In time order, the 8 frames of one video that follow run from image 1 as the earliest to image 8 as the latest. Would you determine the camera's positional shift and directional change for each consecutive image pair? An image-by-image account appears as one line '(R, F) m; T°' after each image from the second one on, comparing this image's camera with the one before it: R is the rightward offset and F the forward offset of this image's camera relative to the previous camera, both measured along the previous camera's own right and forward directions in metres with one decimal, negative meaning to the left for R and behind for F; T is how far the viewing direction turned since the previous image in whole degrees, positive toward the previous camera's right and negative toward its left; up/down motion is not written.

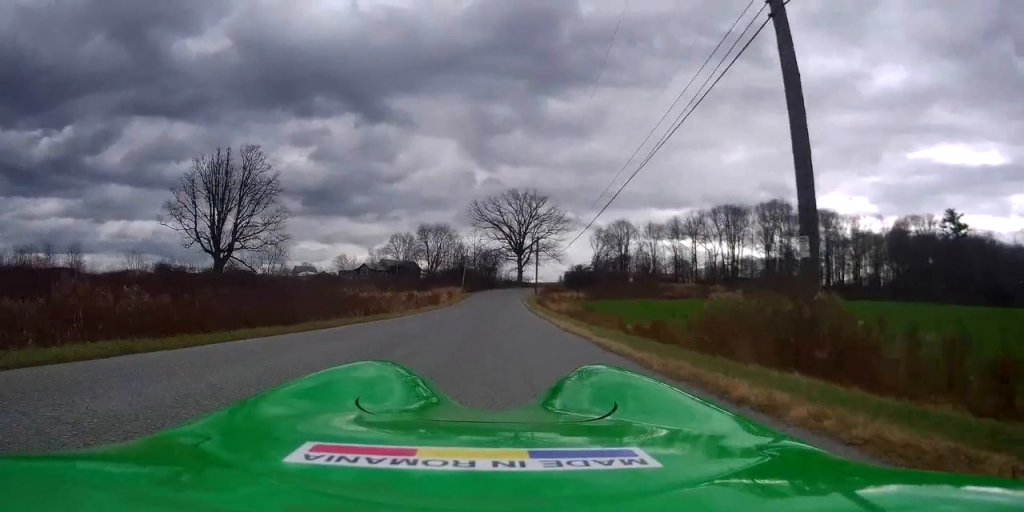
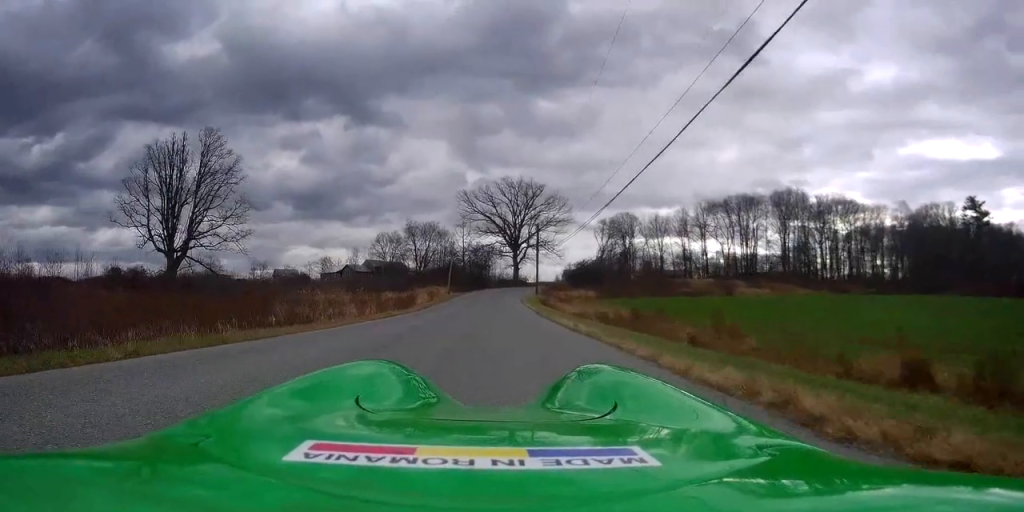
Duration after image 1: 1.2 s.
(+0.4, +14.5) m; +2°
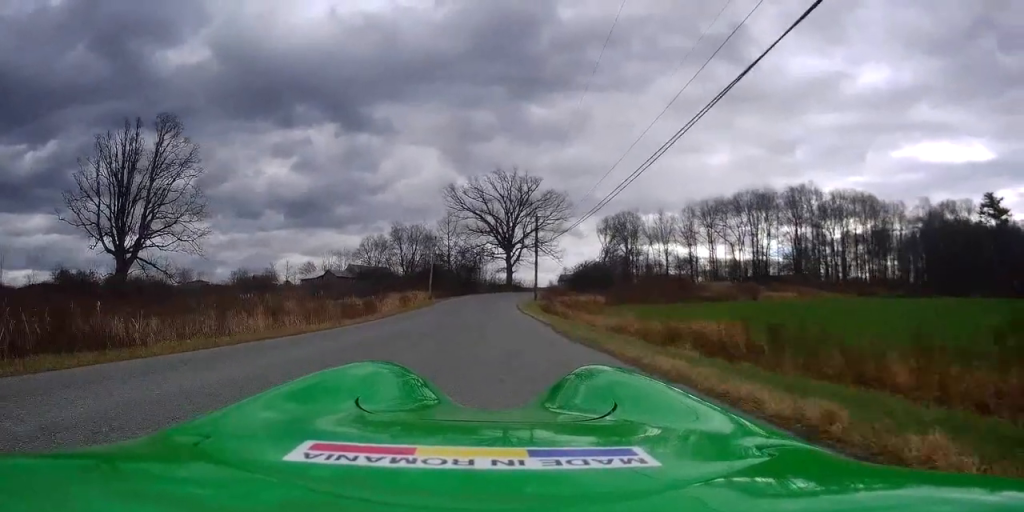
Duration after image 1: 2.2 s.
(0.0, +12.2) m; -1°
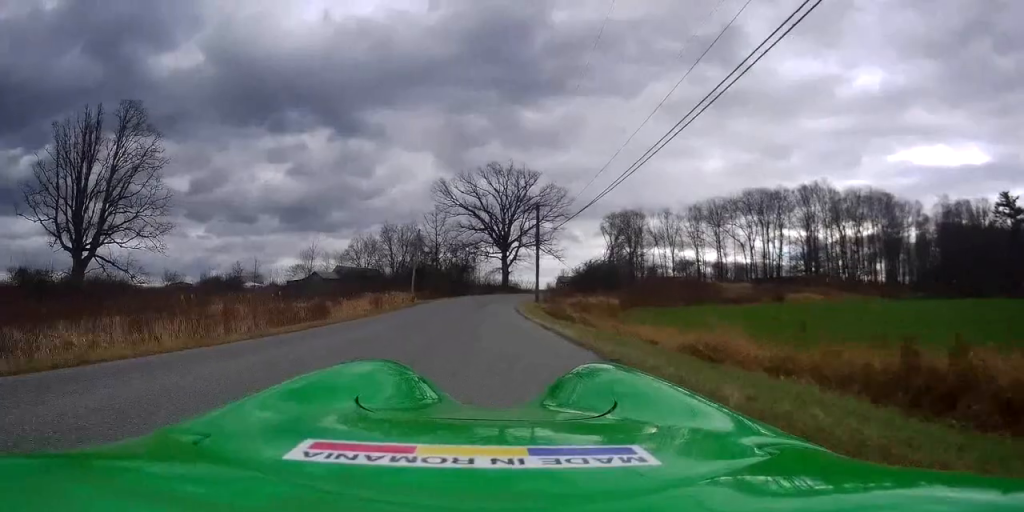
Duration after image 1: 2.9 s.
(-0.2, +9.1) m; 0°
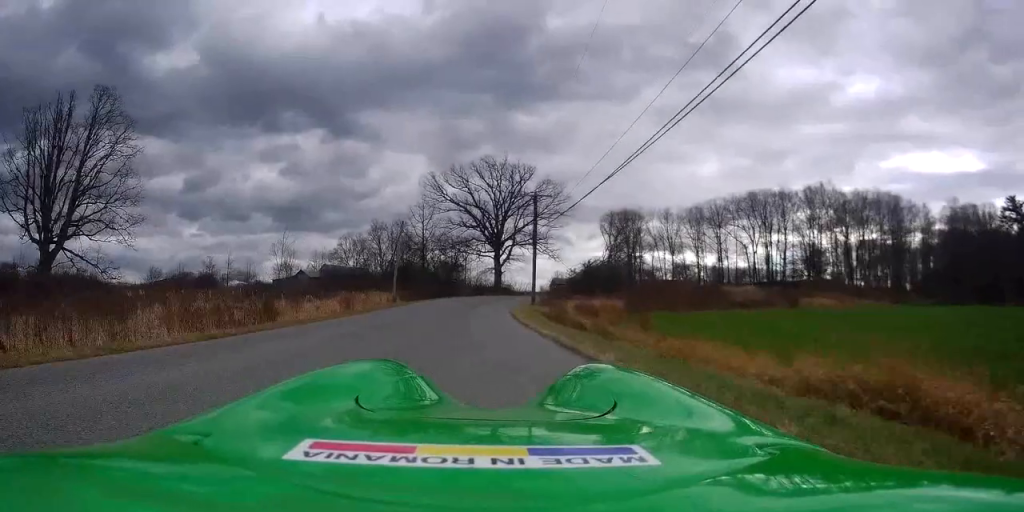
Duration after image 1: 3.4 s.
(-0.2, +5.5) m; +1°
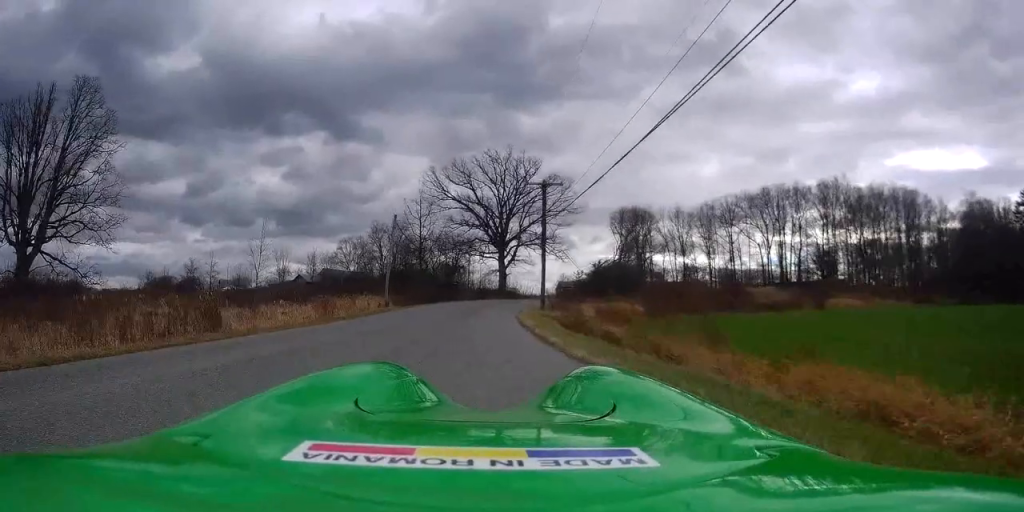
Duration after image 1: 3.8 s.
(+0.2, +5.2) m; +1°
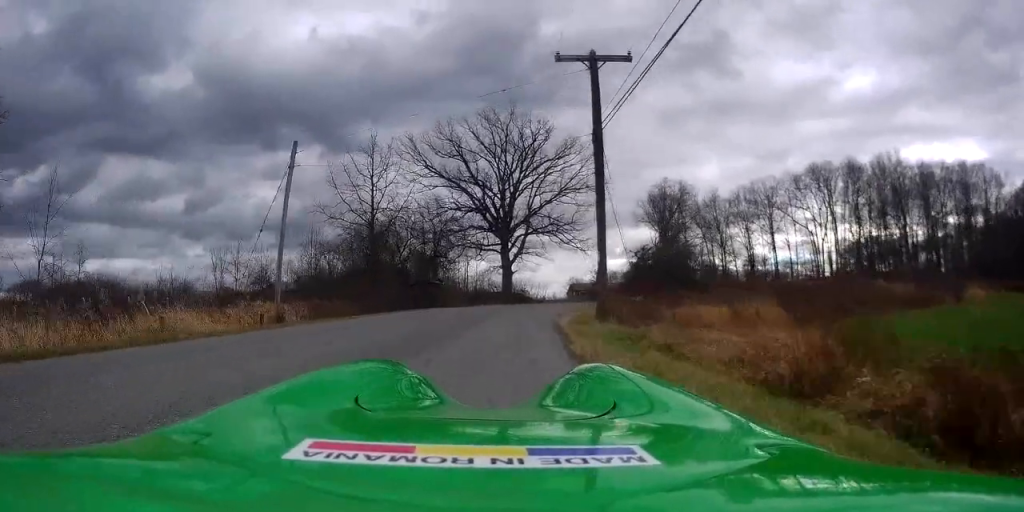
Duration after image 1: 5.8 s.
(+0.7, +21.2) m; +3°
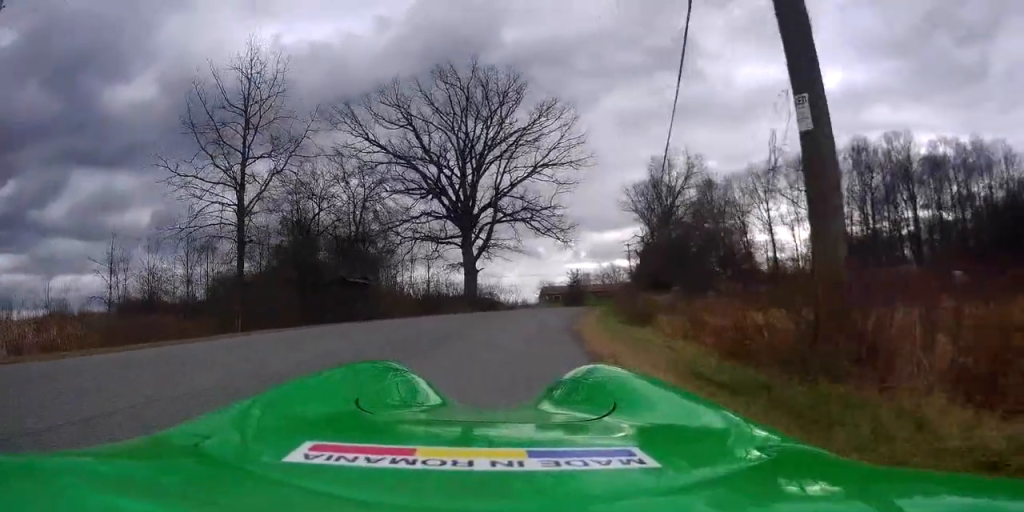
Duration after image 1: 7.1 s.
(-0.1, +14.4) m; +1°
